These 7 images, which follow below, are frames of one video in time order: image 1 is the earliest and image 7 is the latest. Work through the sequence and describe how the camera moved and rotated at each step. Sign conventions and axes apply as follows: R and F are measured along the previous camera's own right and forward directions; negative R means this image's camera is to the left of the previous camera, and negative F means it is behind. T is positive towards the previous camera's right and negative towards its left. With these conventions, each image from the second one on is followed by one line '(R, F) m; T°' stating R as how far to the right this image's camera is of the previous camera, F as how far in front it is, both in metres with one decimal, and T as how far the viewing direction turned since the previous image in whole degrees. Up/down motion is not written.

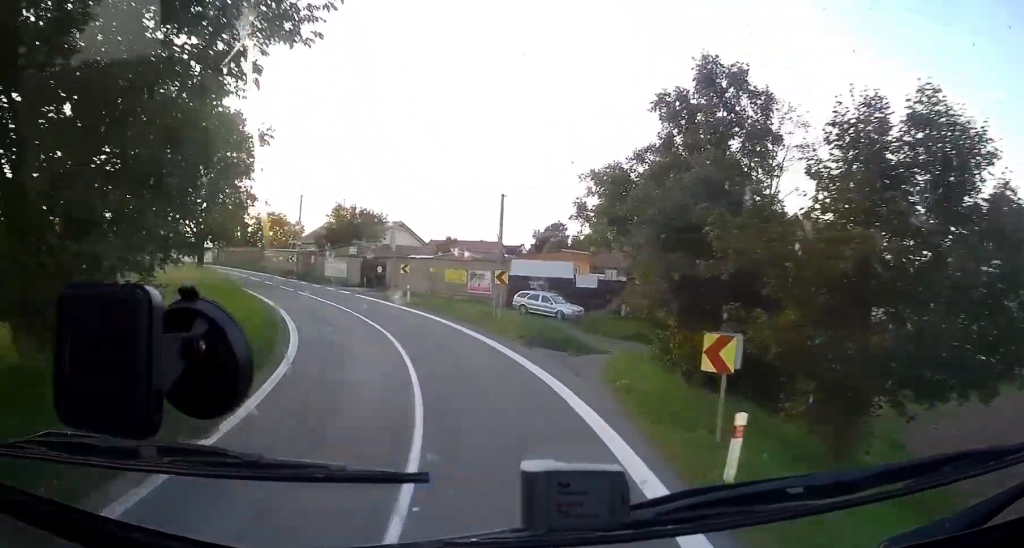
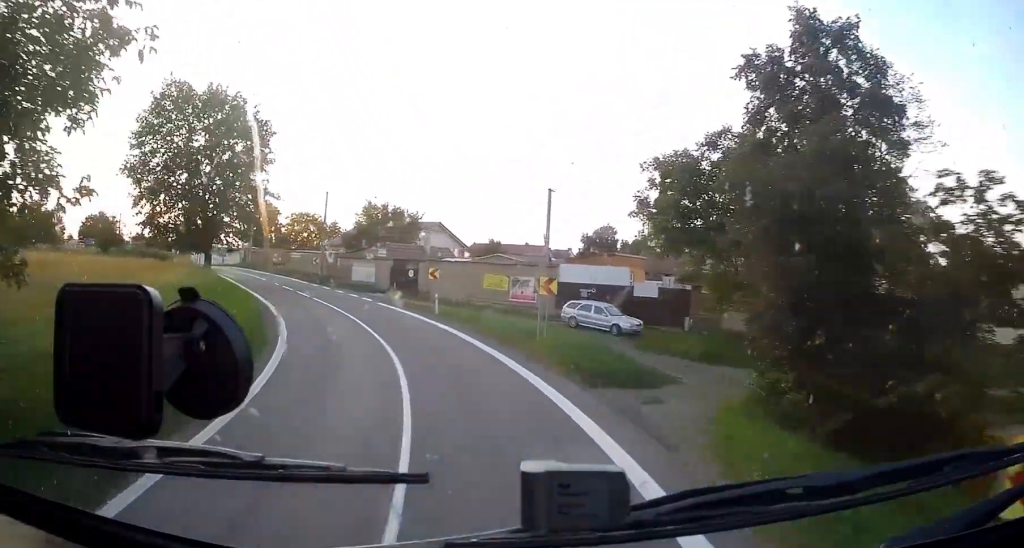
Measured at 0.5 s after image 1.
(0.0, +5.1) m; -4°
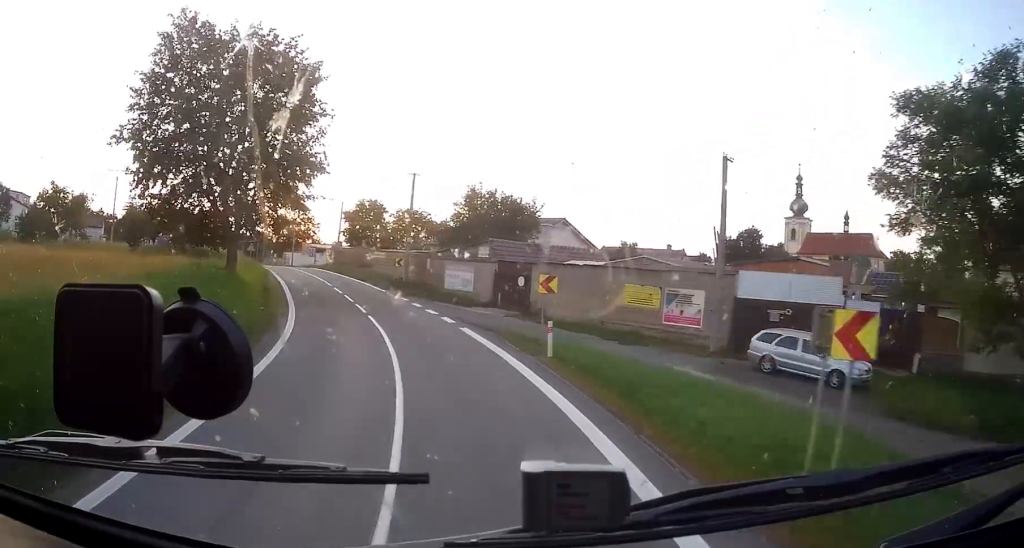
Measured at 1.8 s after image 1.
(-1.4, +12.0) m; -10°
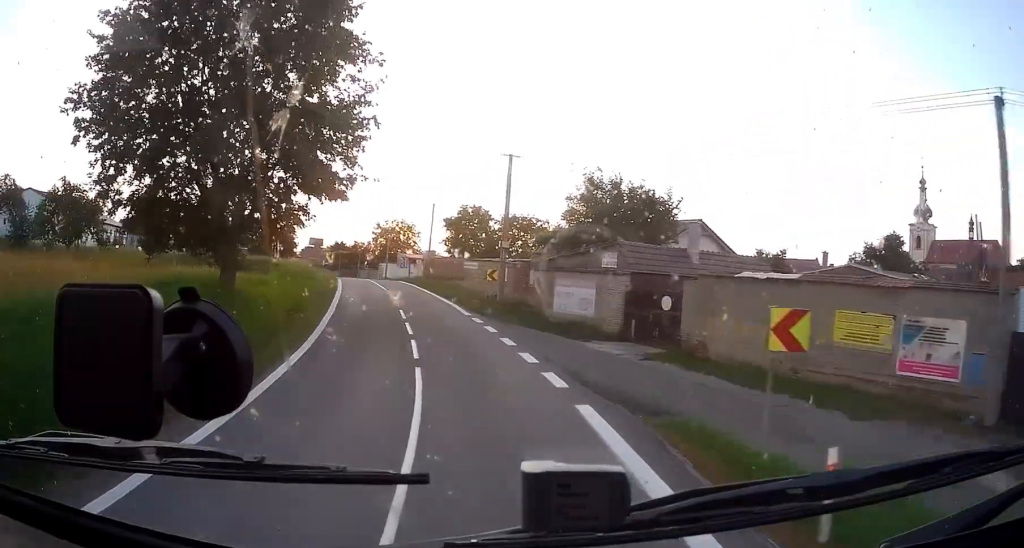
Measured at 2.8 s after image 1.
(-0.5, +10.5) m; -6°
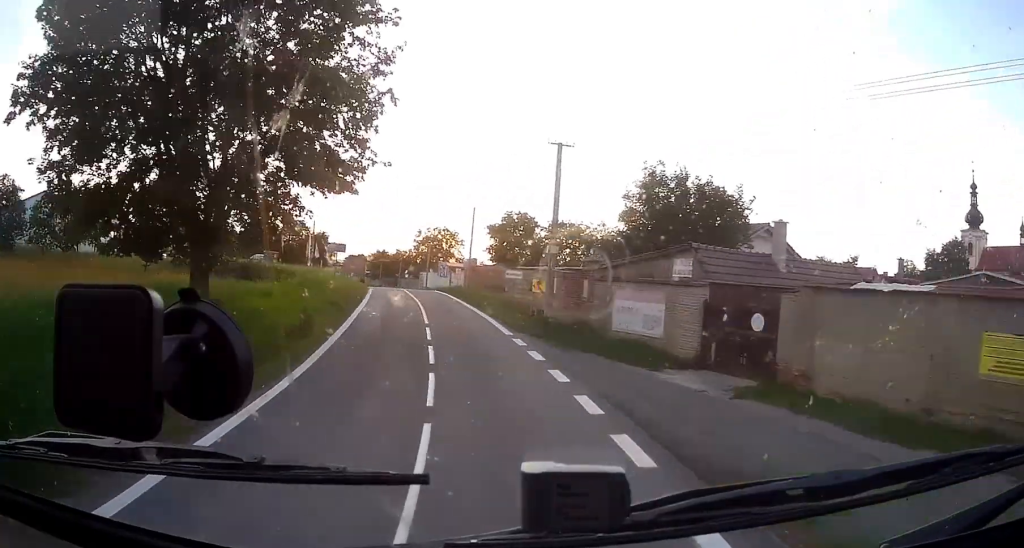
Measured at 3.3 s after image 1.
(+0.2, +4.7) m; -3°
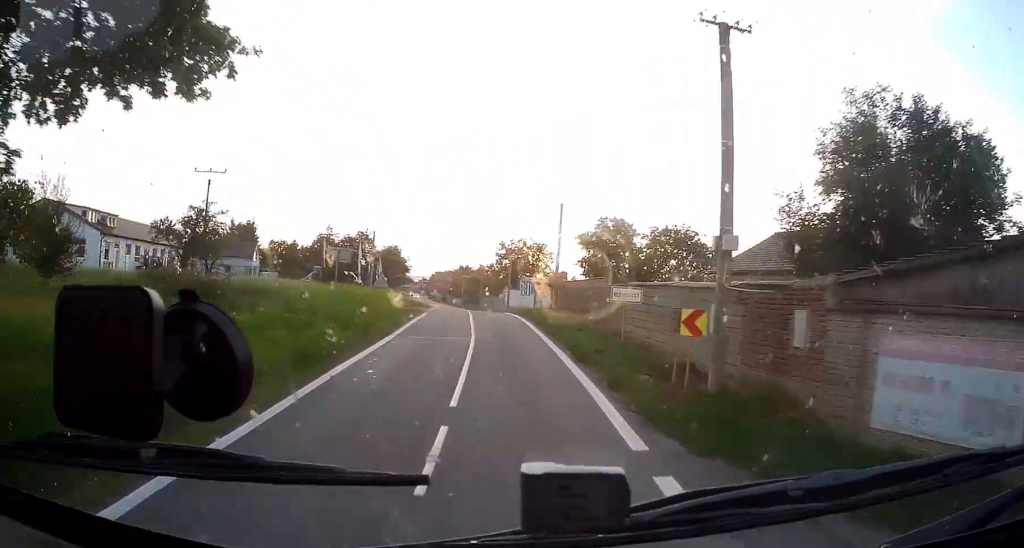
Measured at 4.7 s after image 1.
(-1.9, +13.4) m; -12°
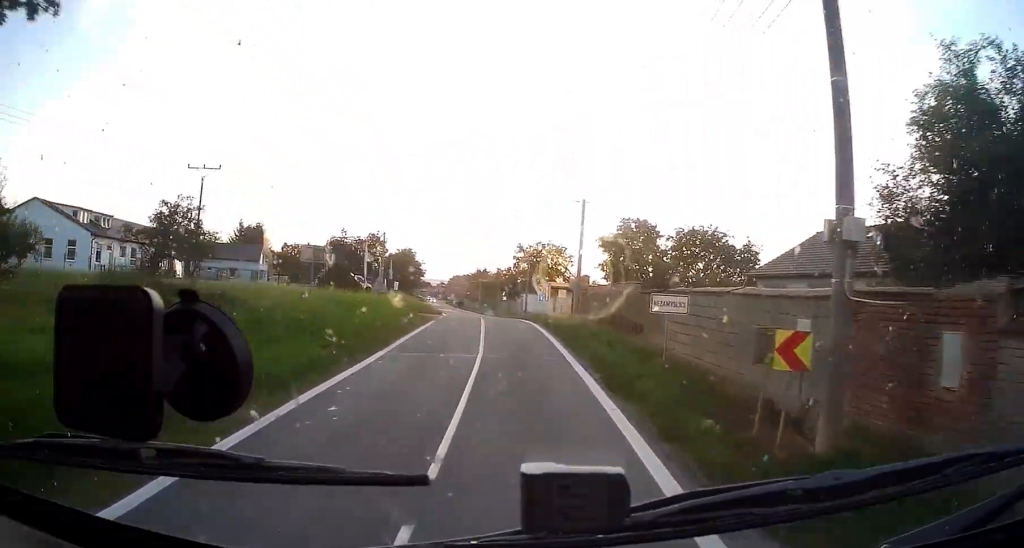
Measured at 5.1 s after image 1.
(-0.2, +4.1) m; -1°
